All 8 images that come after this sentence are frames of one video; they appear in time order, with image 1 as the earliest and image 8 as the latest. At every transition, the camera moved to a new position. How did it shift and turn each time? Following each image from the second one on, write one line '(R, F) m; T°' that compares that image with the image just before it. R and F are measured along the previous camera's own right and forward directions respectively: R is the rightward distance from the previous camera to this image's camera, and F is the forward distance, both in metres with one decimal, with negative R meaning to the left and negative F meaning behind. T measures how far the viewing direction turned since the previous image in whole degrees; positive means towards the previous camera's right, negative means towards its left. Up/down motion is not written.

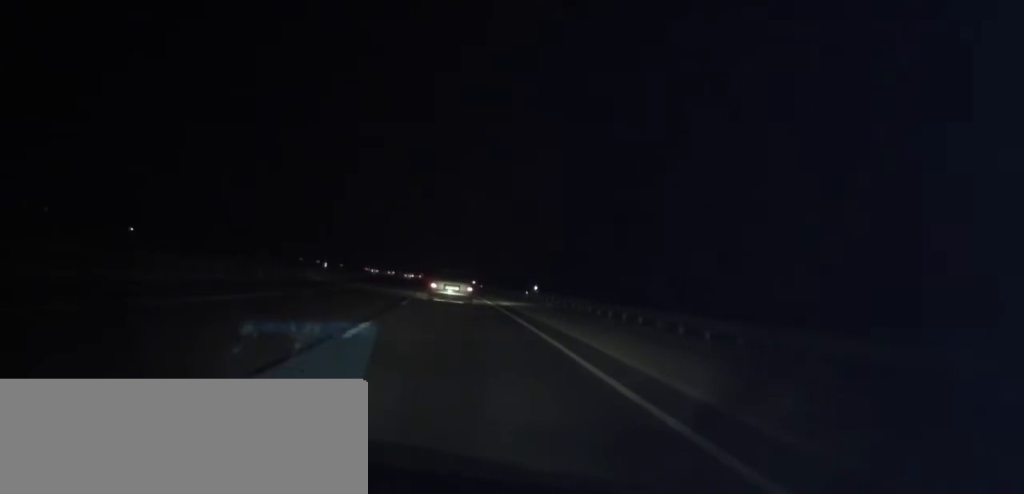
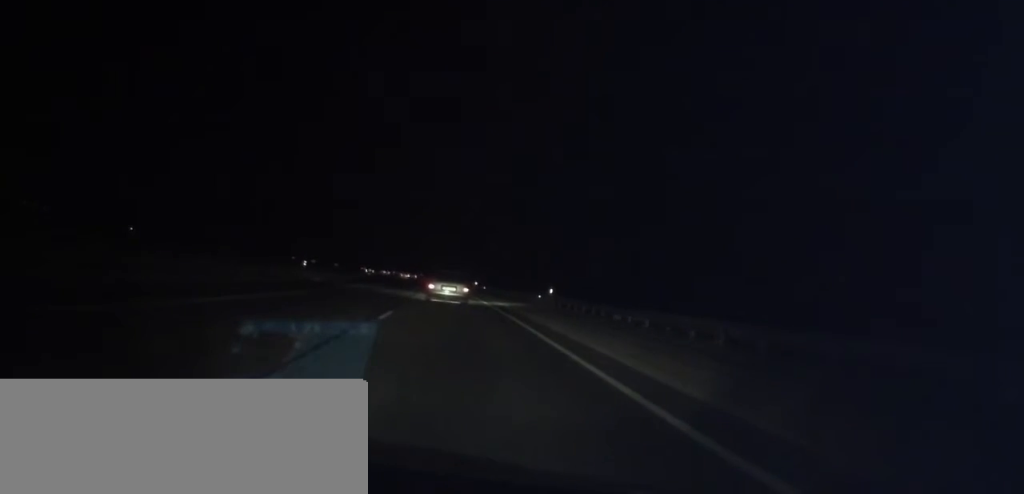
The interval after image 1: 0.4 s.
(-0.2, +6.7) m; -1°
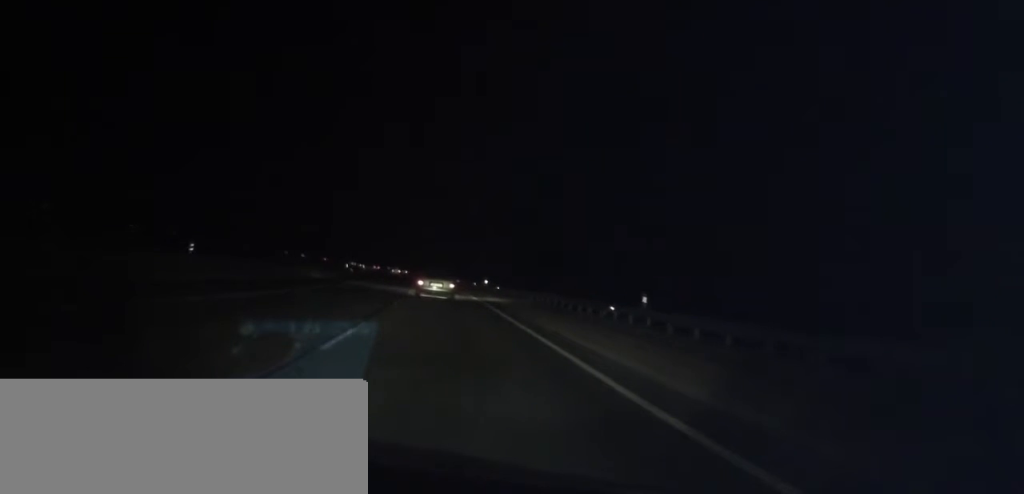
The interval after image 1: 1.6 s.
(-0.4, +17.8) m; -2°
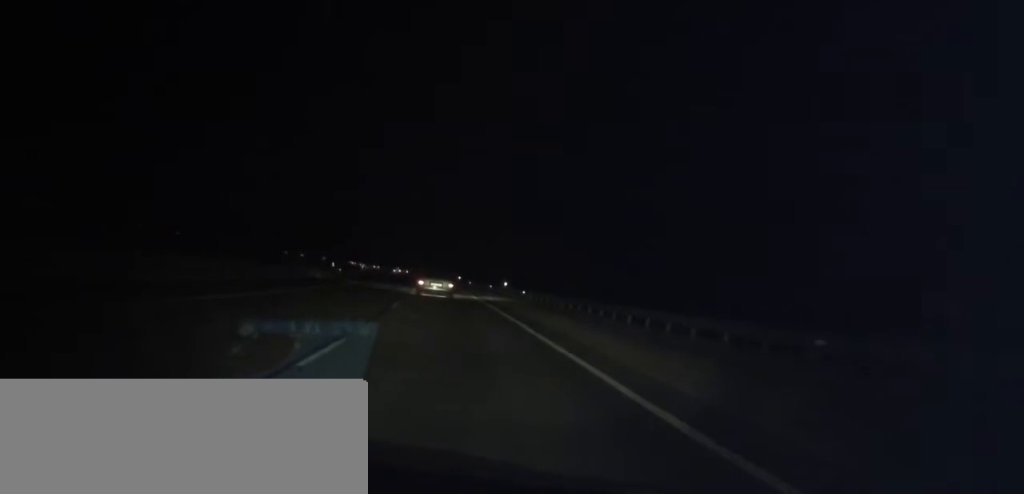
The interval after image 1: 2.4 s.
(-0.2, +12.8) m; -1°
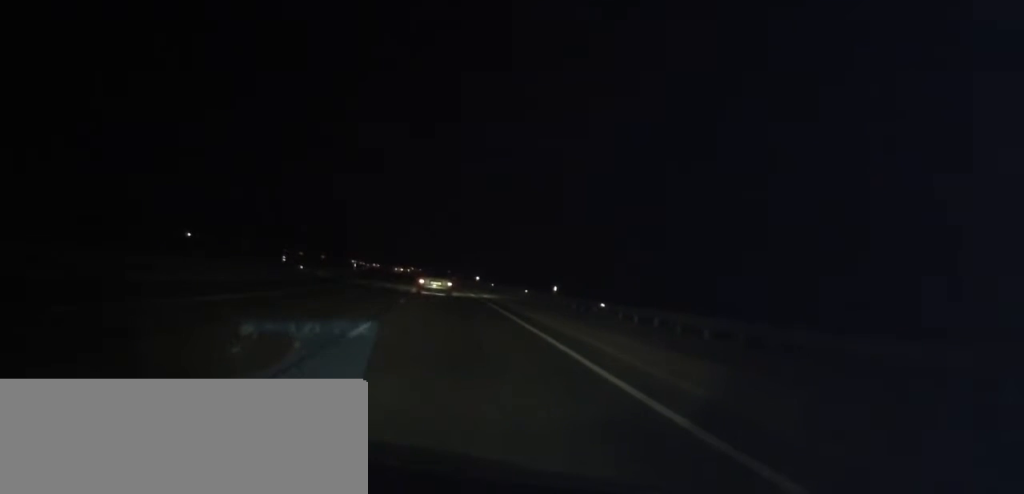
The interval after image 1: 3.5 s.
(0.0, +19.1) m; 0°
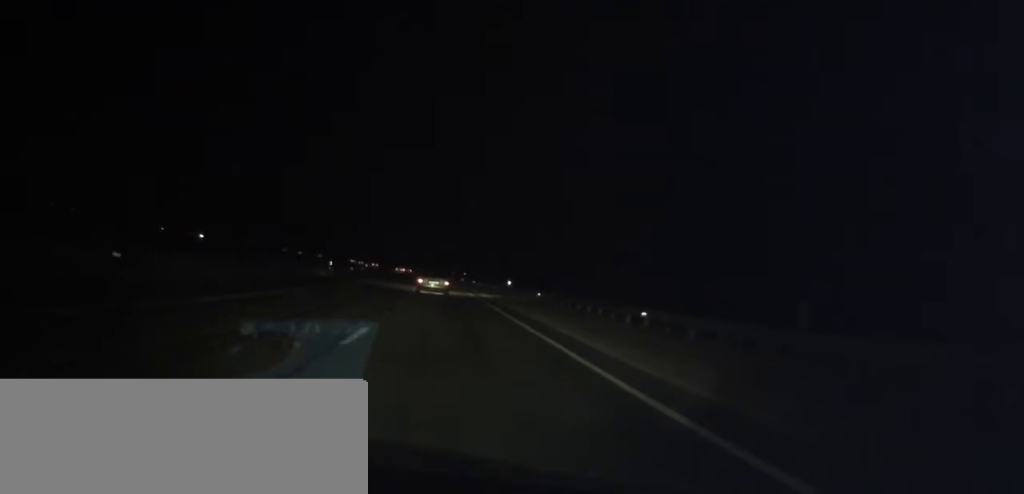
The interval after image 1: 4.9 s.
(0.0, +22.7) m; -2°
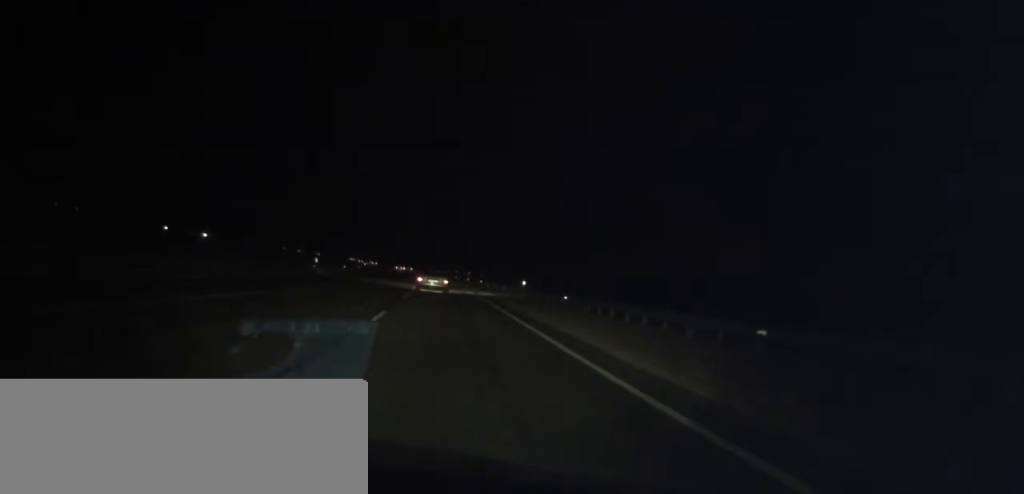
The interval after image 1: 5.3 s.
(-0.1, +7.3) m; -1°
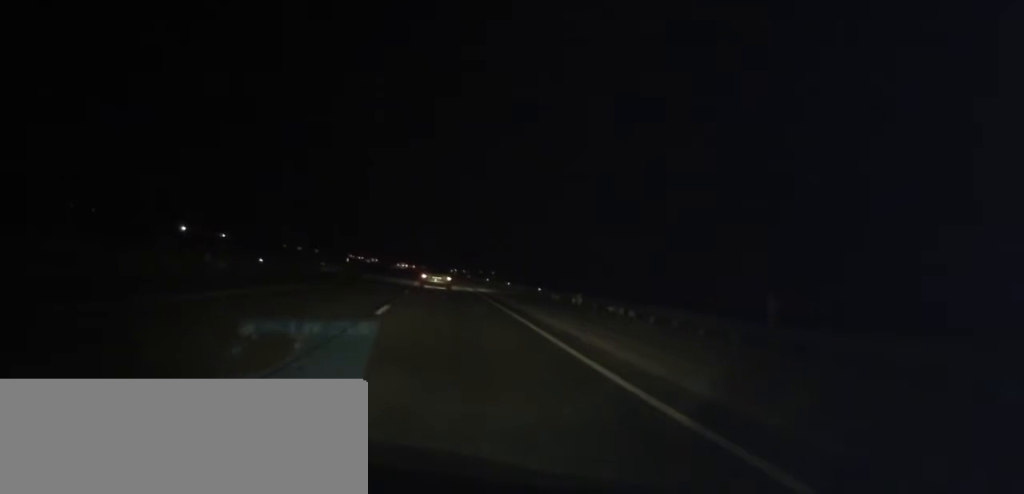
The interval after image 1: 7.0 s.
(-0.7, +32.3) m; -2°
